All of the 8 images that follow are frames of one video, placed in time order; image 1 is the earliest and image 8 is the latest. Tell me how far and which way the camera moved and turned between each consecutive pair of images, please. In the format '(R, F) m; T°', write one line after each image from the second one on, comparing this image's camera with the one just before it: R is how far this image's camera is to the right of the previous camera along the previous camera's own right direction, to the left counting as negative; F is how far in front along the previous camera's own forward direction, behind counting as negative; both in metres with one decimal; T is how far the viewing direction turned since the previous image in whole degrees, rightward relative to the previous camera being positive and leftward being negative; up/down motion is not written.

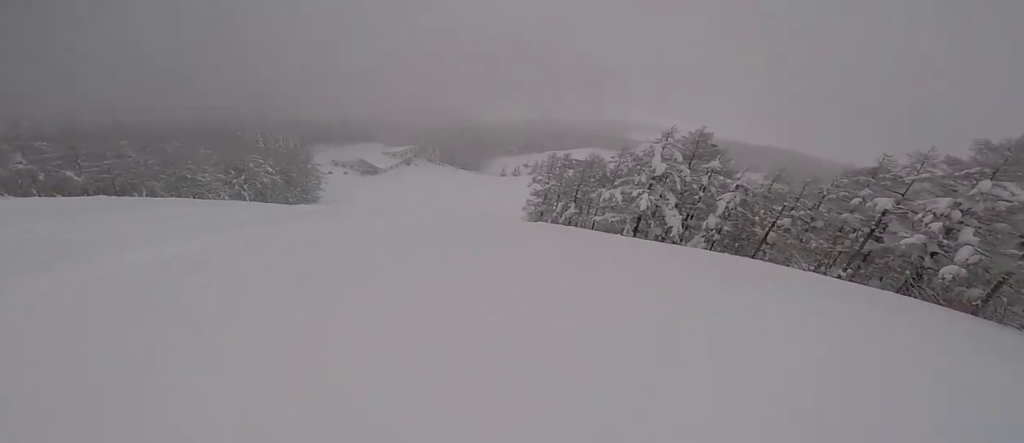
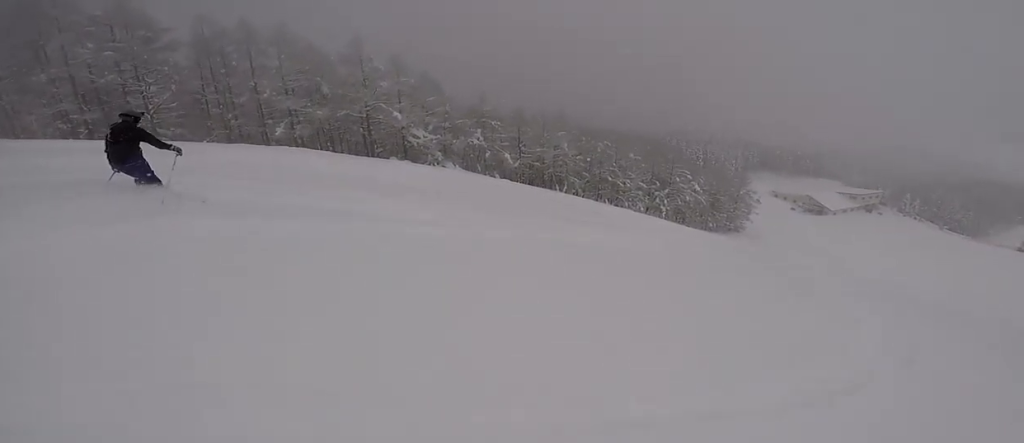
(-4.7, +7.4) m; -51°
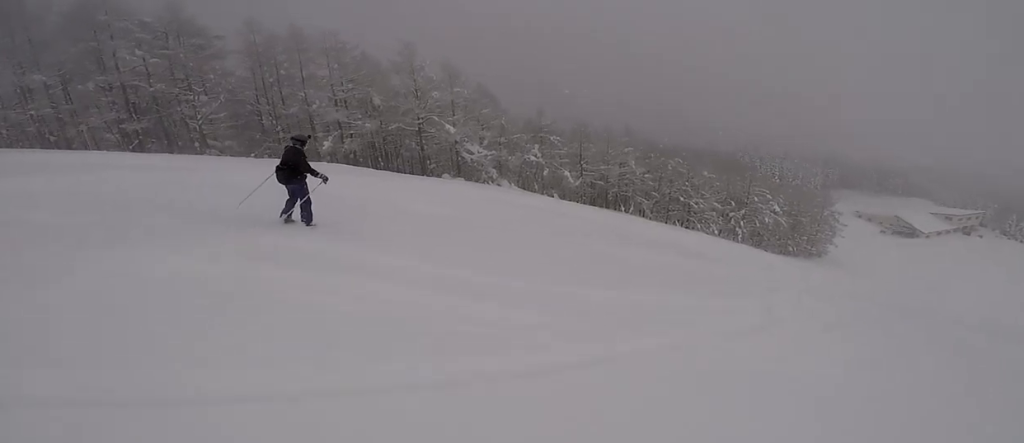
(+0.2, +3.6) m; -8°
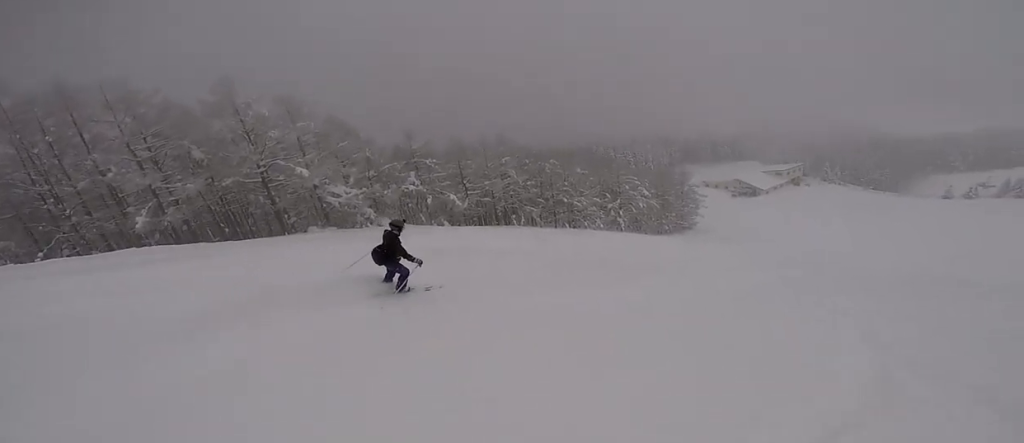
(-1.0, +4.2) m; -12°
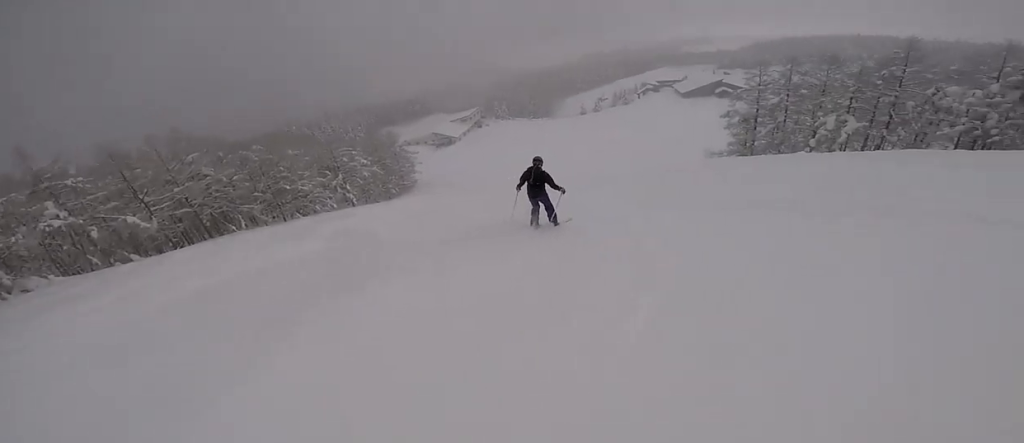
(+0.6, +5.1) m; +35°
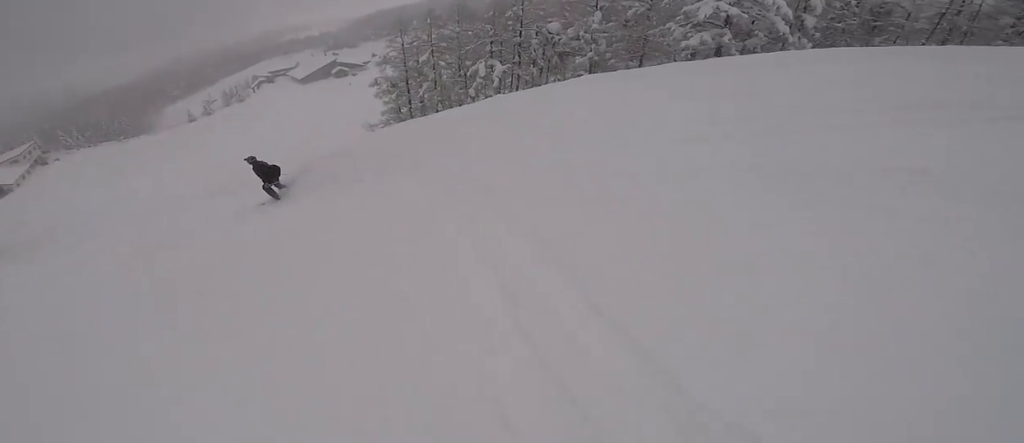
(+3.8, +6.2) m; +43°
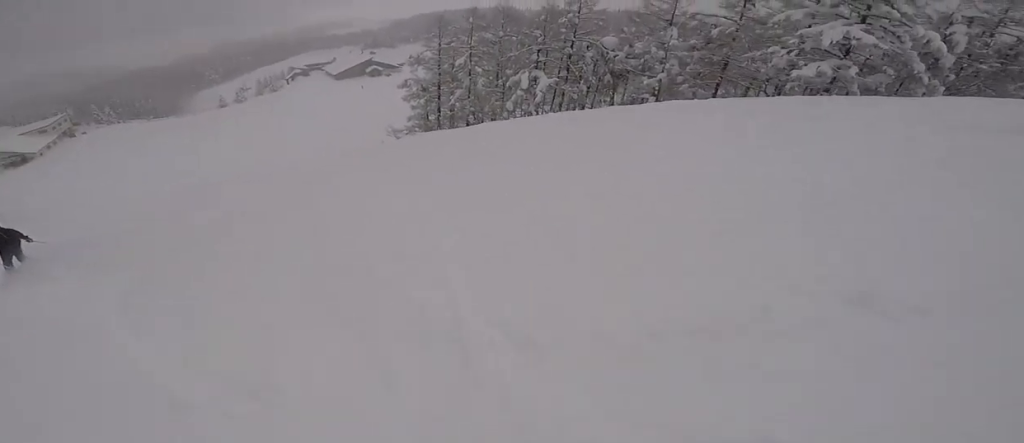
(+0.7, +5.2) m; 0°
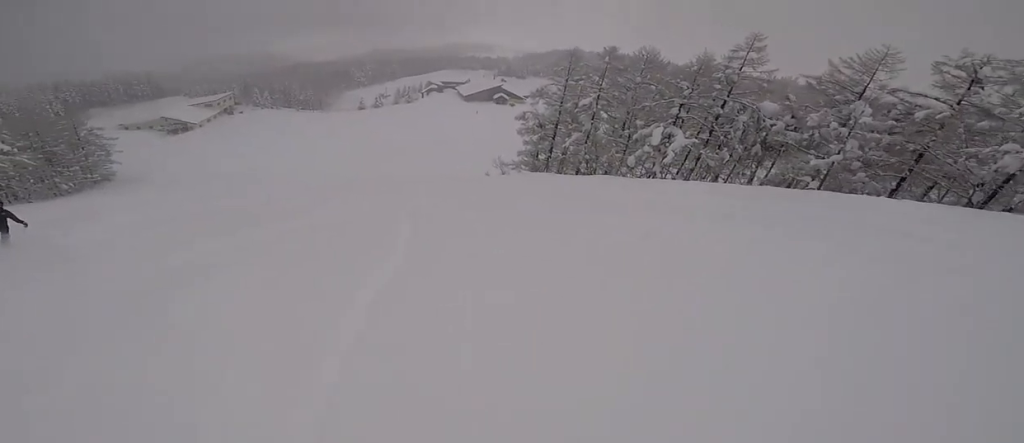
(+0.4, +2.9) m; -8°
